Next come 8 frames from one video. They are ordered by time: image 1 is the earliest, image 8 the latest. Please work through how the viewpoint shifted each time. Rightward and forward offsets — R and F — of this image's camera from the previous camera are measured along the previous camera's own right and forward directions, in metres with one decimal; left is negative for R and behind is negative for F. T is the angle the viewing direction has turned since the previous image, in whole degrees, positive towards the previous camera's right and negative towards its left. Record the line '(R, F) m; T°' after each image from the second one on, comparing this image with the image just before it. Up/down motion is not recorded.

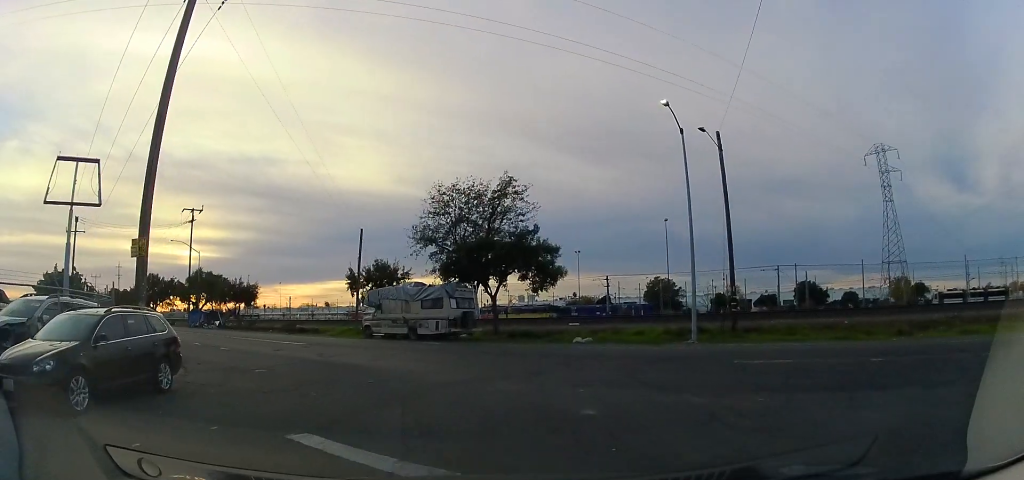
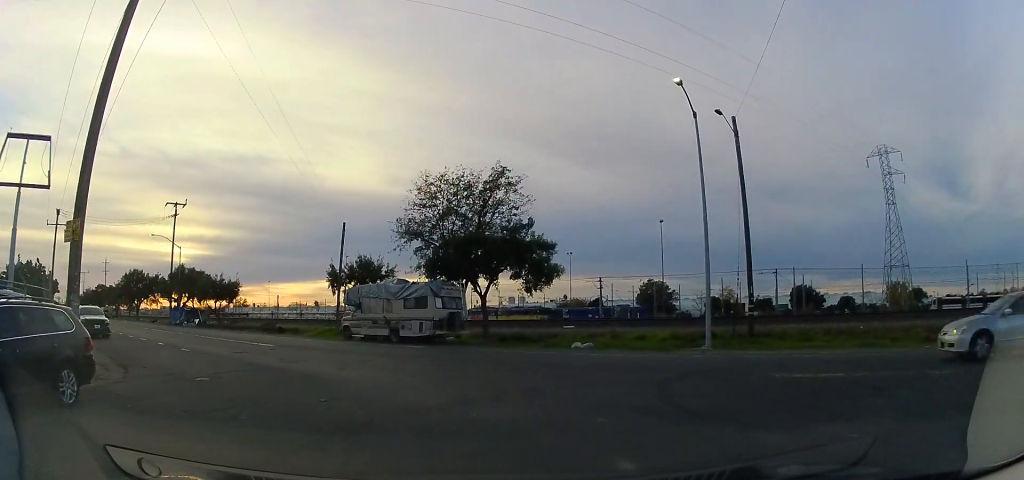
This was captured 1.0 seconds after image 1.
(0.0, +3.6) m; +2°
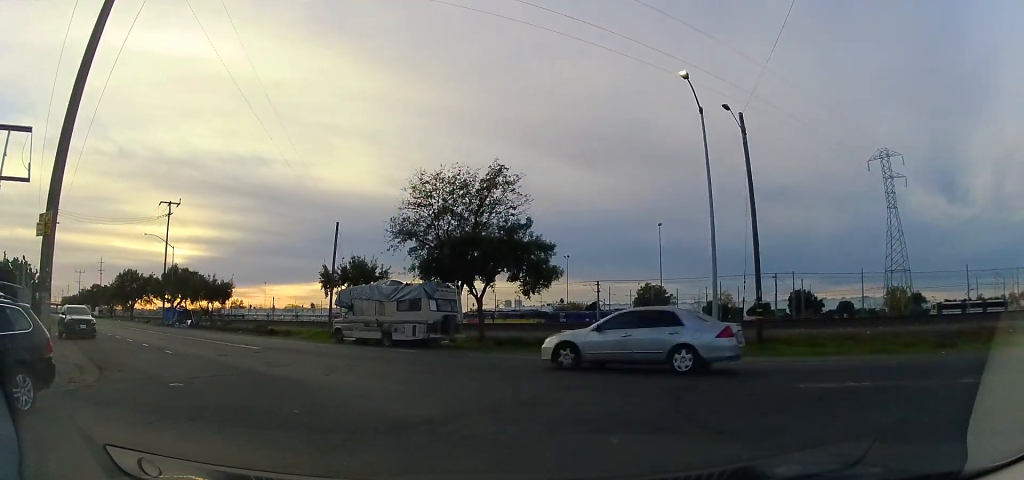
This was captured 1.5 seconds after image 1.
(0.0, +1.5) m; +2°
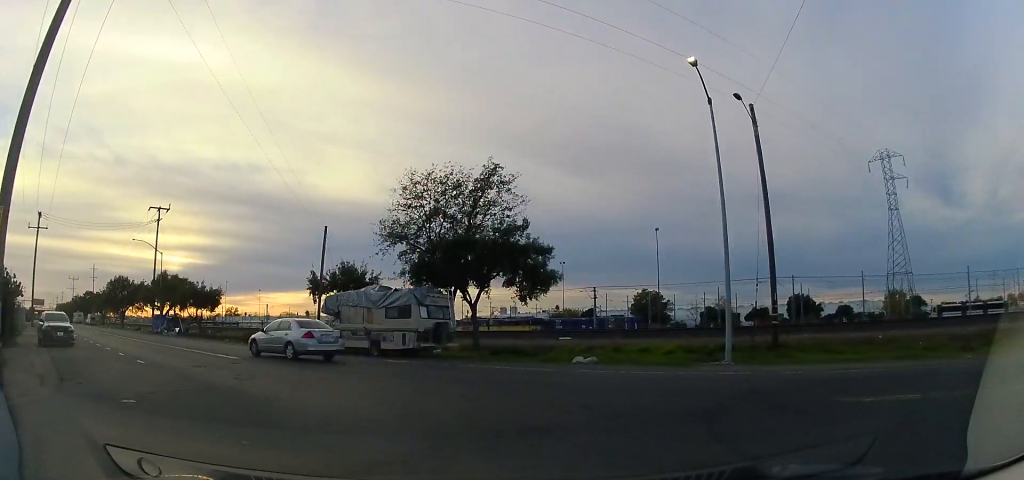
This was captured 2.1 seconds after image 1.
(+0.1, +1.5) m; +4°
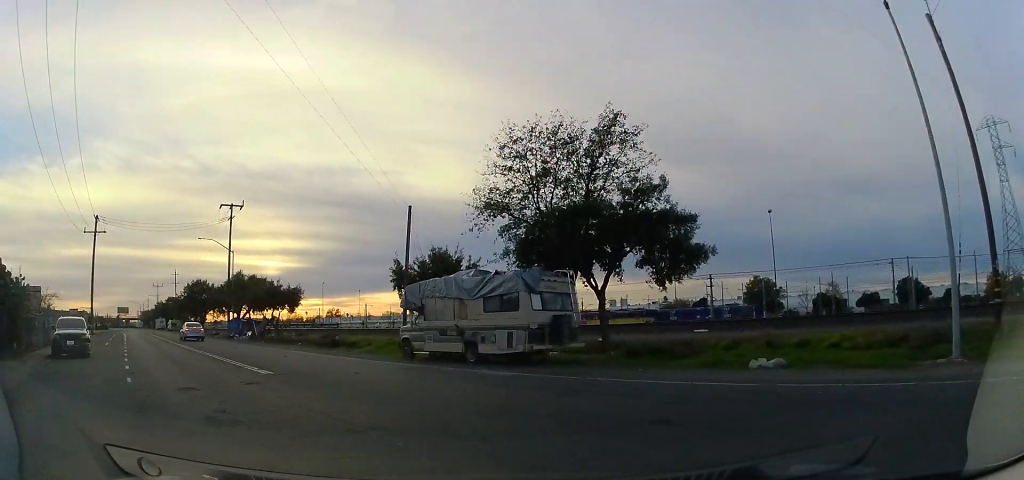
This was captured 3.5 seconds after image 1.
(0.0, +4.1) m; -14°
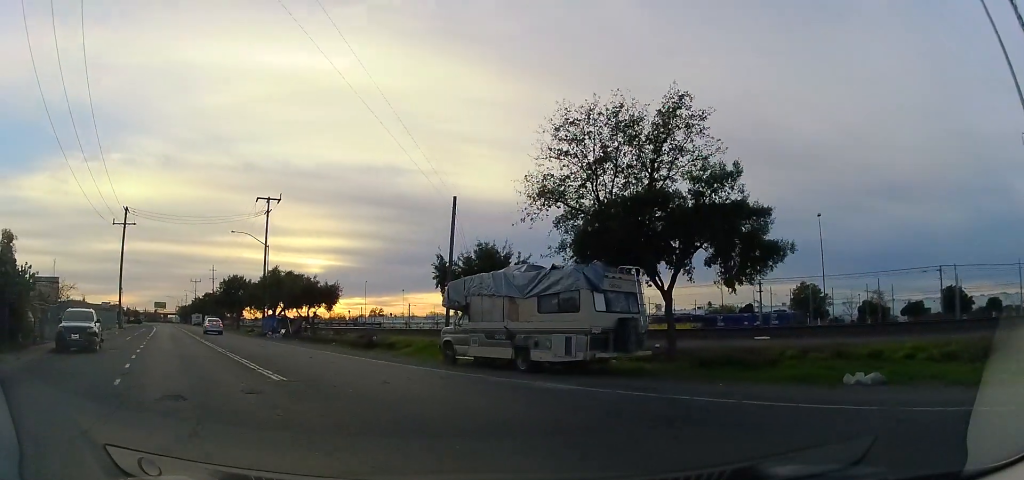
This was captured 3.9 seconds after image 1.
(-0.3, +1.8) m; -5°
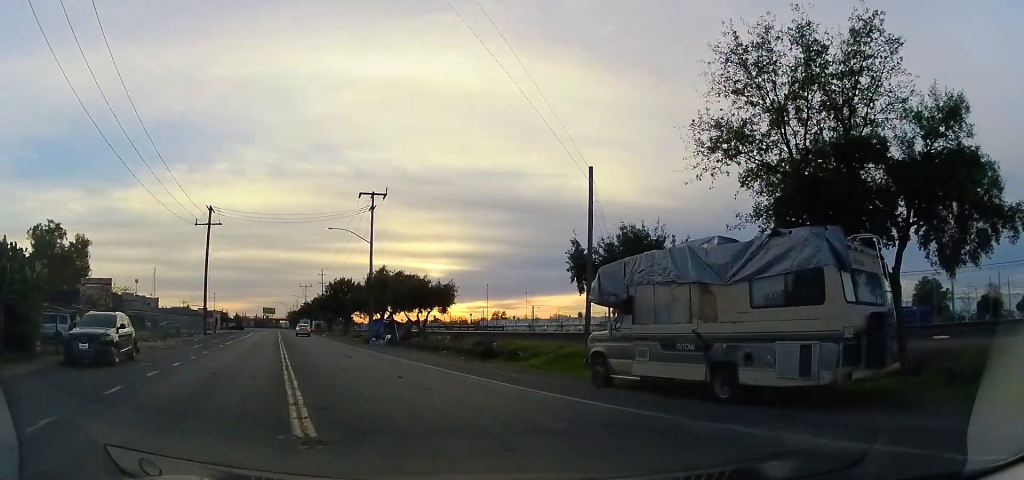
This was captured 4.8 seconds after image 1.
(-0.6, +4.8) m; -14°
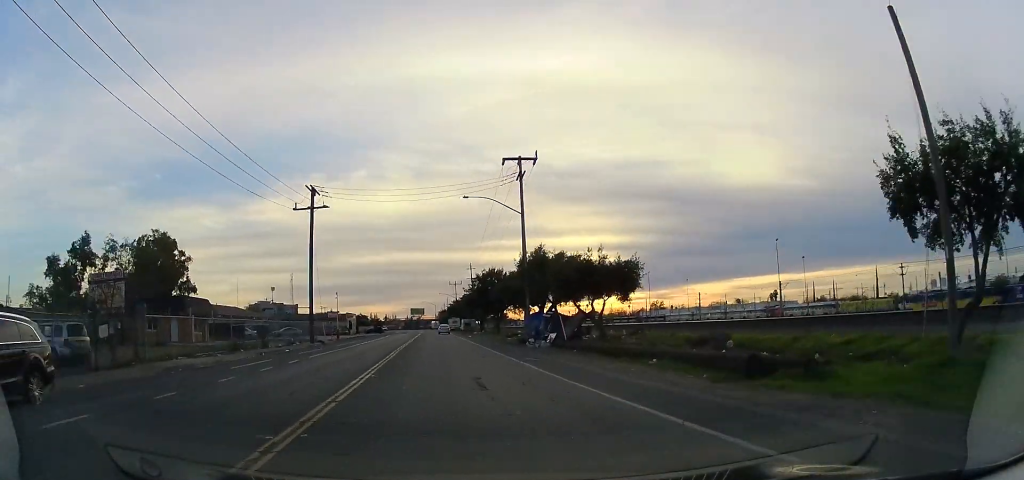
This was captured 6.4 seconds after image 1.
(-2.4, +10.5) m; -17°
